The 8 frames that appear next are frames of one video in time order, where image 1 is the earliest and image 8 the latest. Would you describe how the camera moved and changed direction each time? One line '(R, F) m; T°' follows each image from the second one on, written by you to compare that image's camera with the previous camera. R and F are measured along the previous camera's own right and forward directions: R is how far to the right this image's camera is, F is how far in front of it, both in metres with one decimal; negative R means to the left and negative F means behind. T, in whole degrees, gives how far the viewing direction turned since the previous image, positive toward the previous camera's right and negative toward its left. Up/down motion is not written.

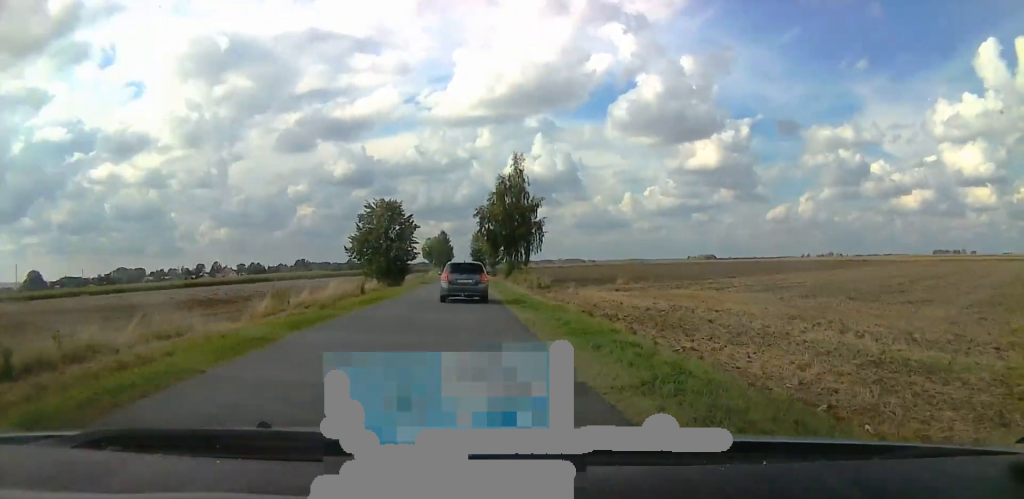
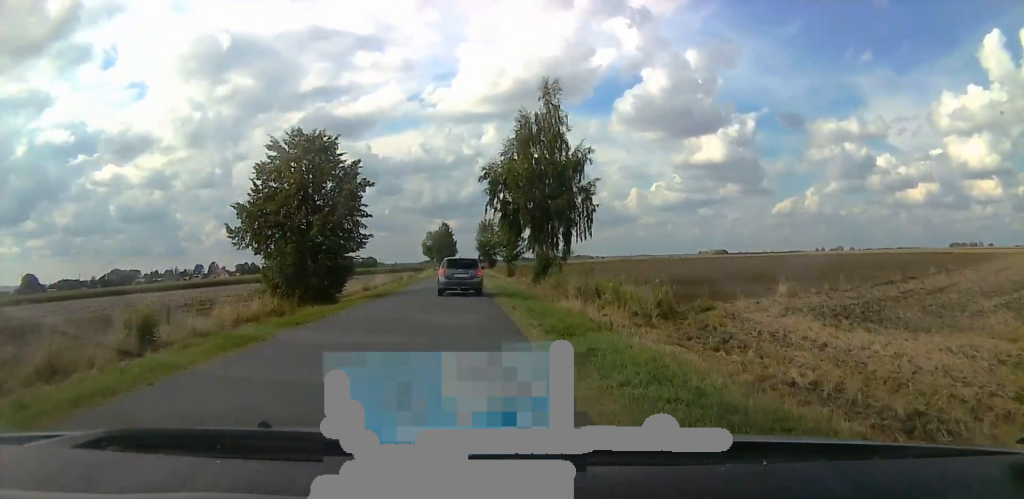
(+0.4, +30.6) m; +1°
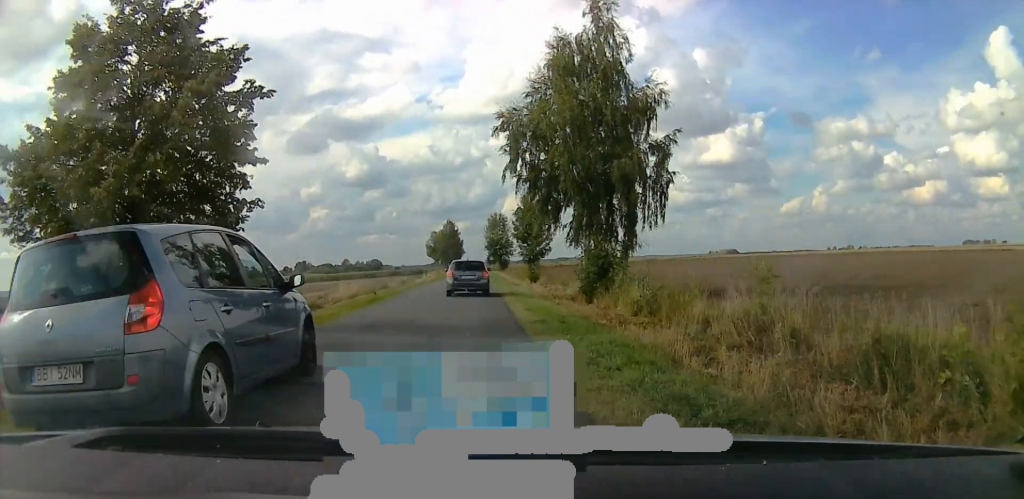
(-0.5, +17.7) m; 0°
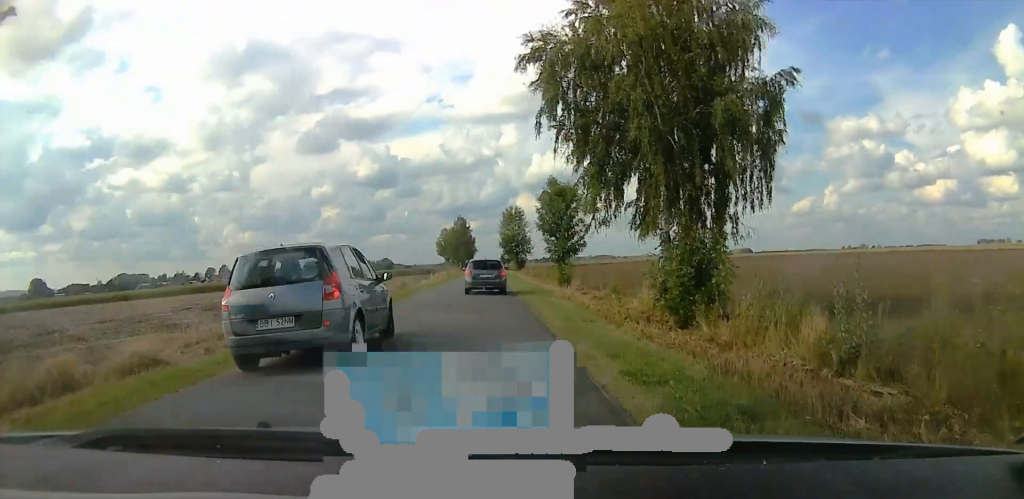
(0.0, +10.7) m; 0°
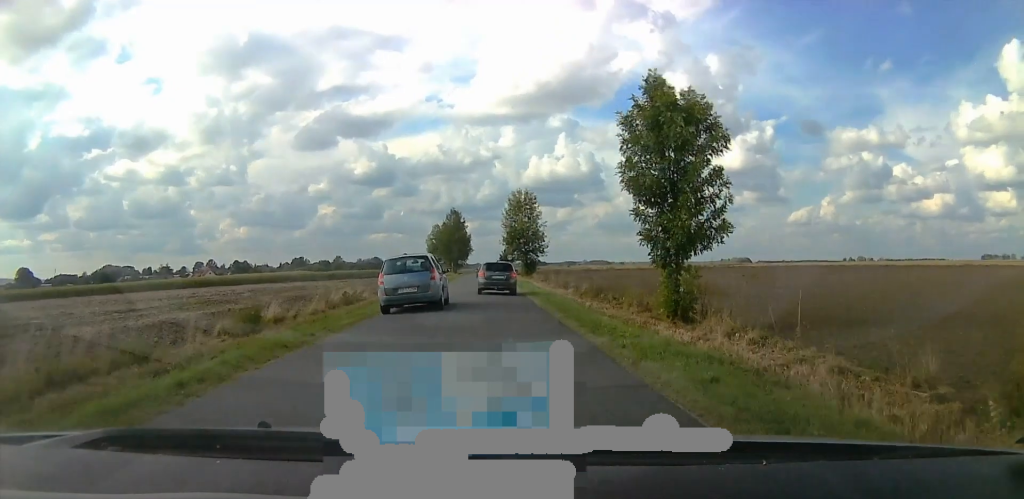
(+0.2, +23.2) m; +1°
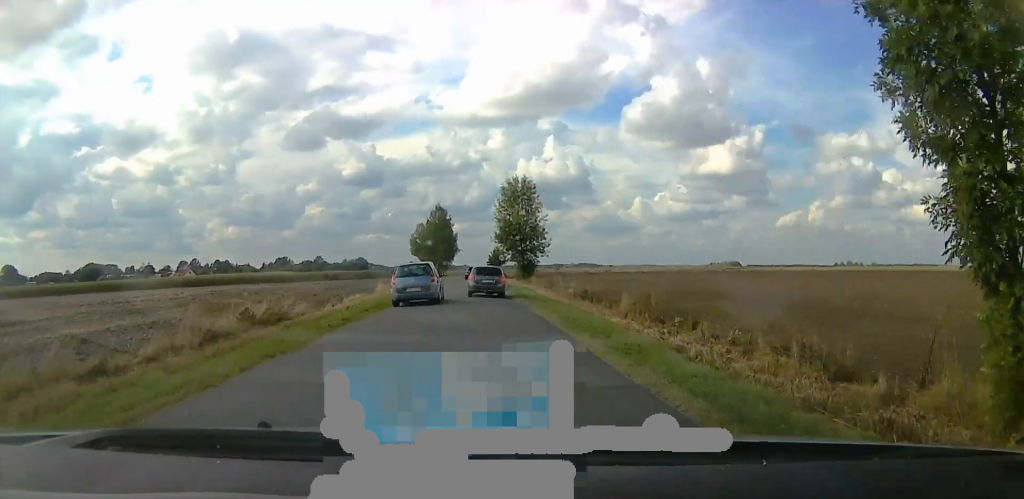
(-0.3, +12.4) m; +1°
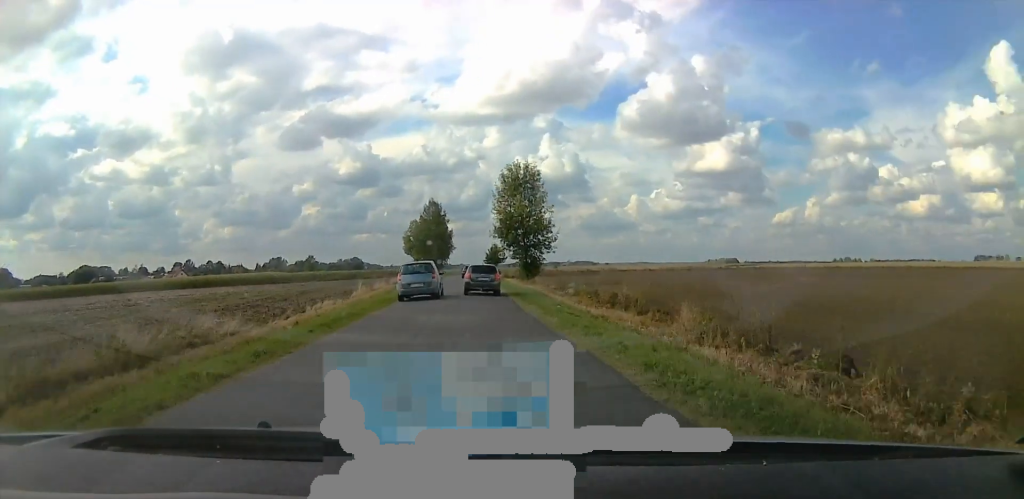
(+0.7, +7.5) m; 0°
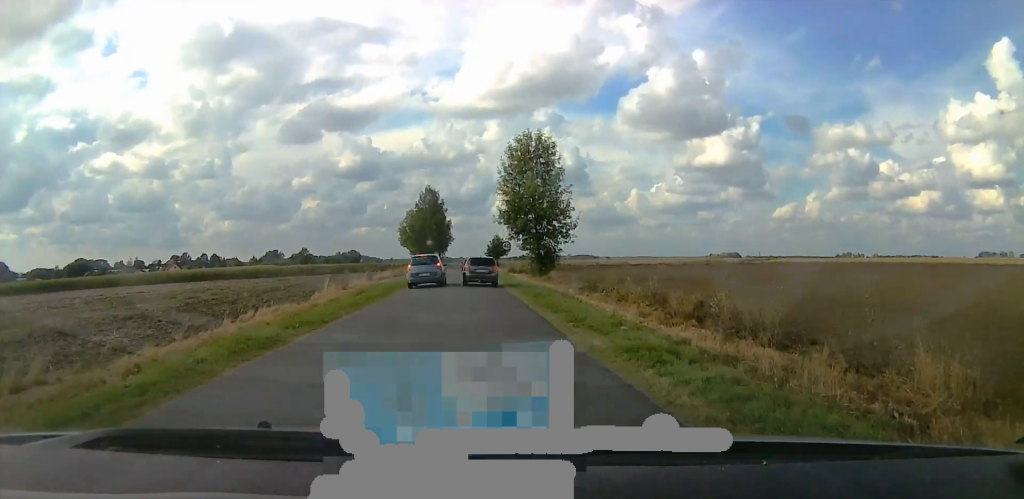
(+0.5, +9.9) m; -1°
